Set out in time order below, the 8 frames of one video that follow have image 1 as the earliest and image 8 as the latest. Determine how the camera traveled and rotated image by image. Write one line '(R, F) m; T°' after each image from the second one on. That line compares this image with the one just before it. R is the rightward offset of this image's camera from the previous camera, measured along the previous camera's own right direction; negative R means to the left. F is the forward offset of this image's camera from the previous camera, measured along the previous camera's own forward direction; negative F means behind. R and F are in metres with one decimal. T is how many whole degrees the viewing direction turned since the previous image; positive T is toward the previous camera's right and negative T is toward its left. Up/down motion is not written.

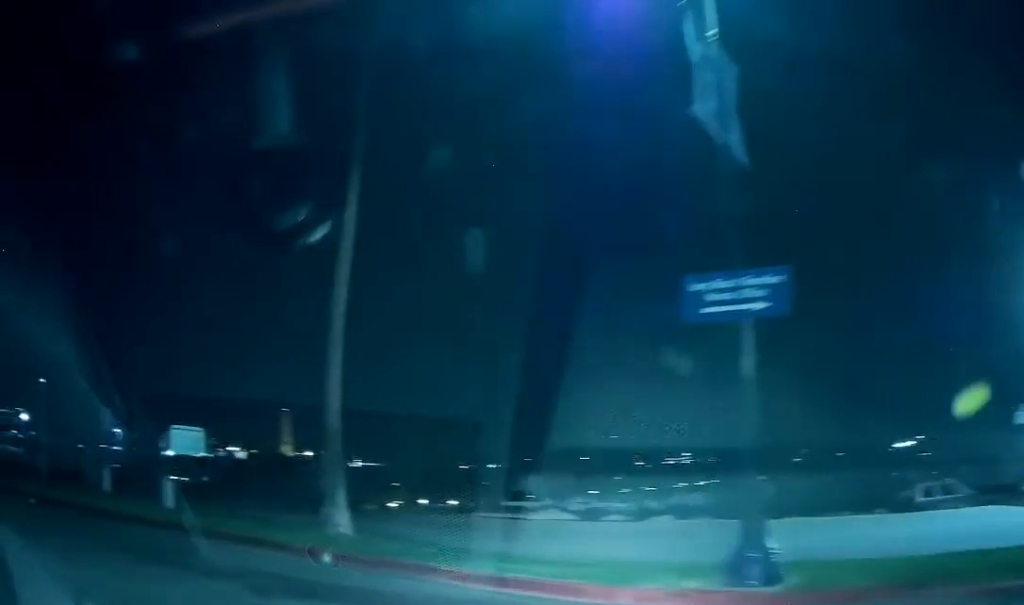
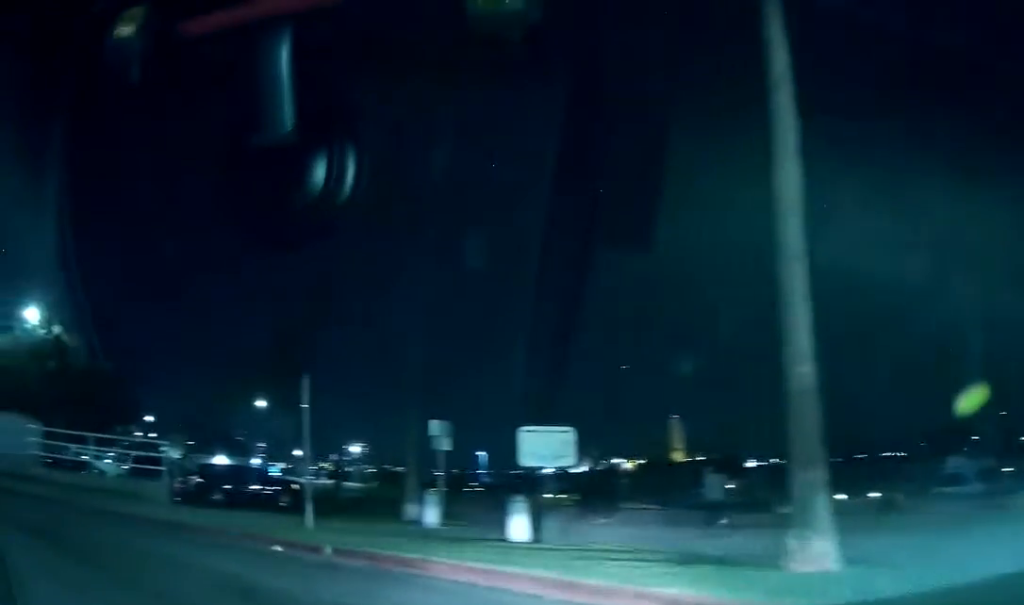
(-1.1, +5.3) m; -27°
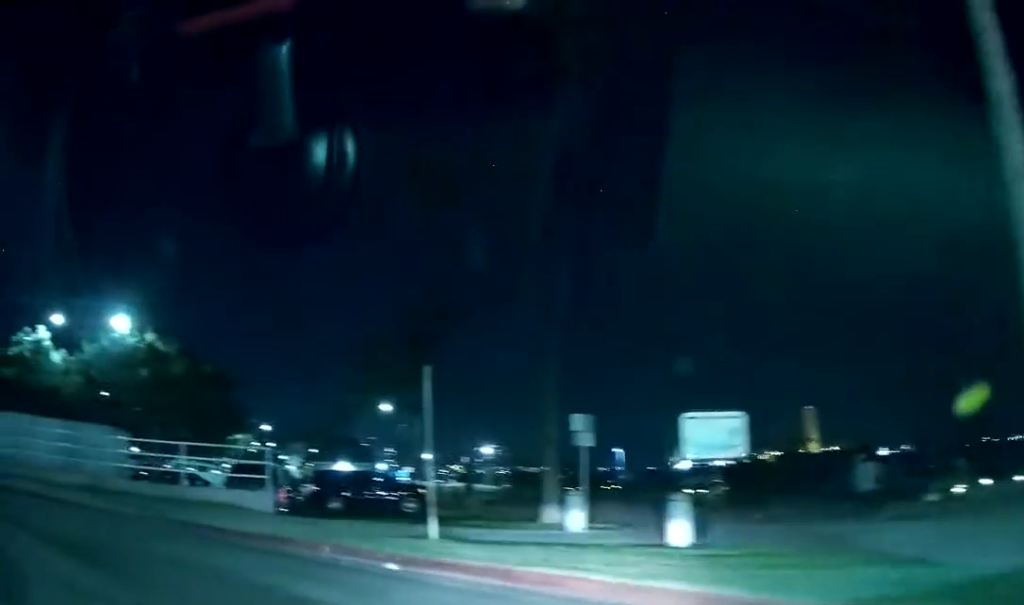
(-0.1, +1.9) m; -13°
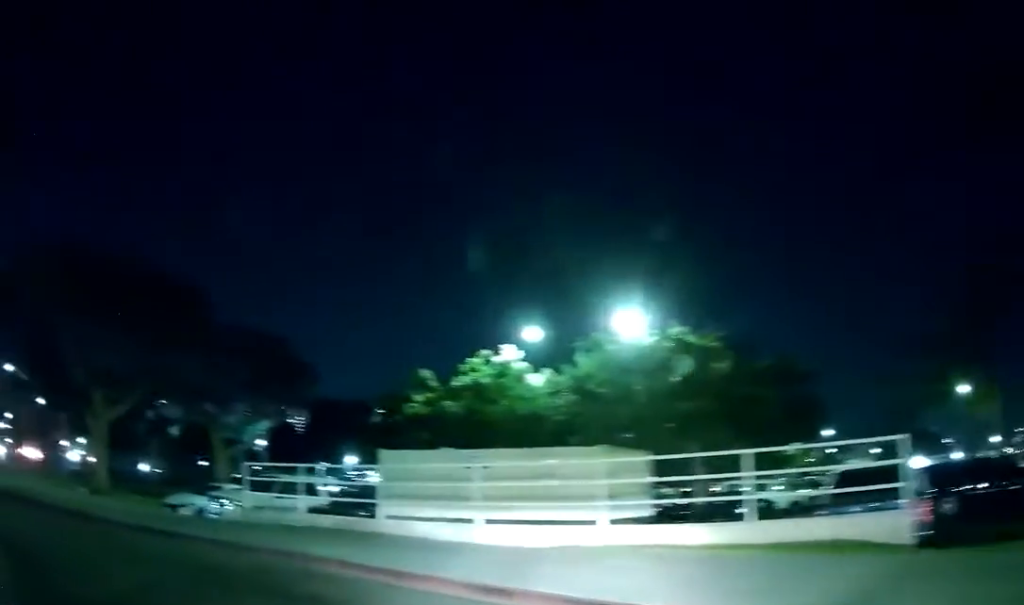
(-3.6, +6.3) m; -48°
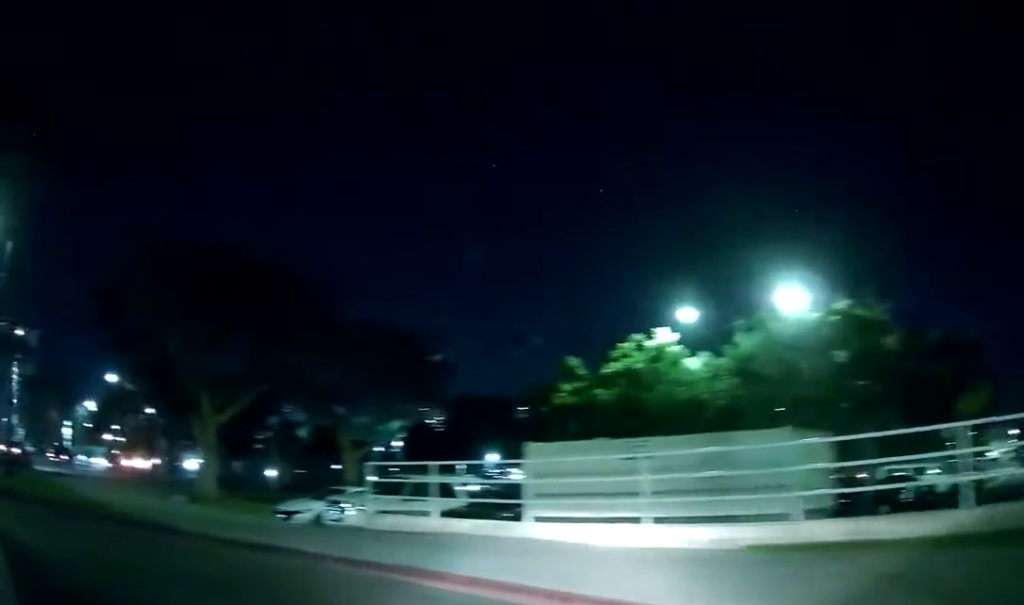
(-0.1, +2.0) m; -7°
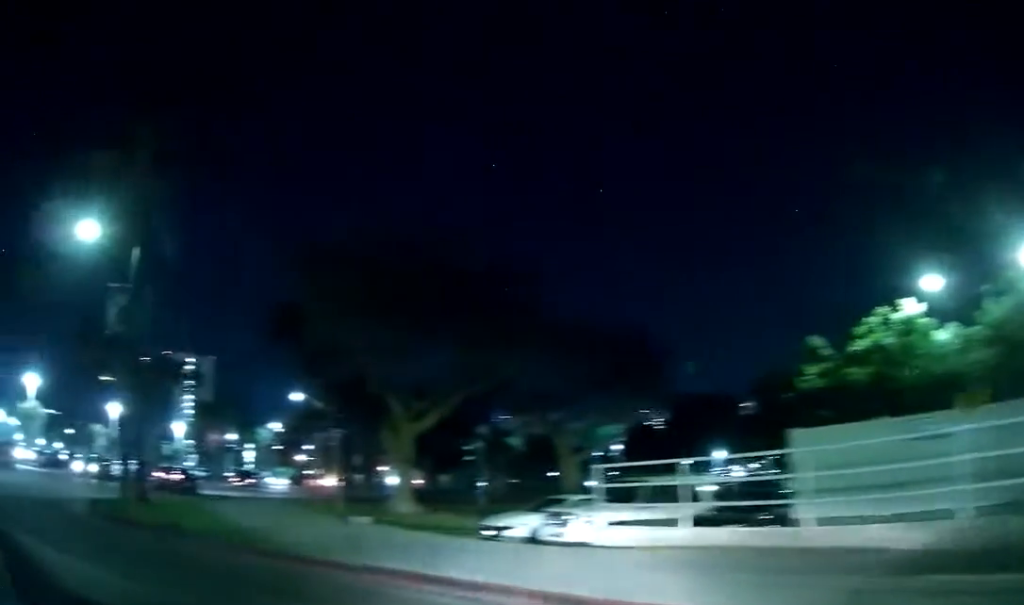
(0.0, +3.0) m; -10°
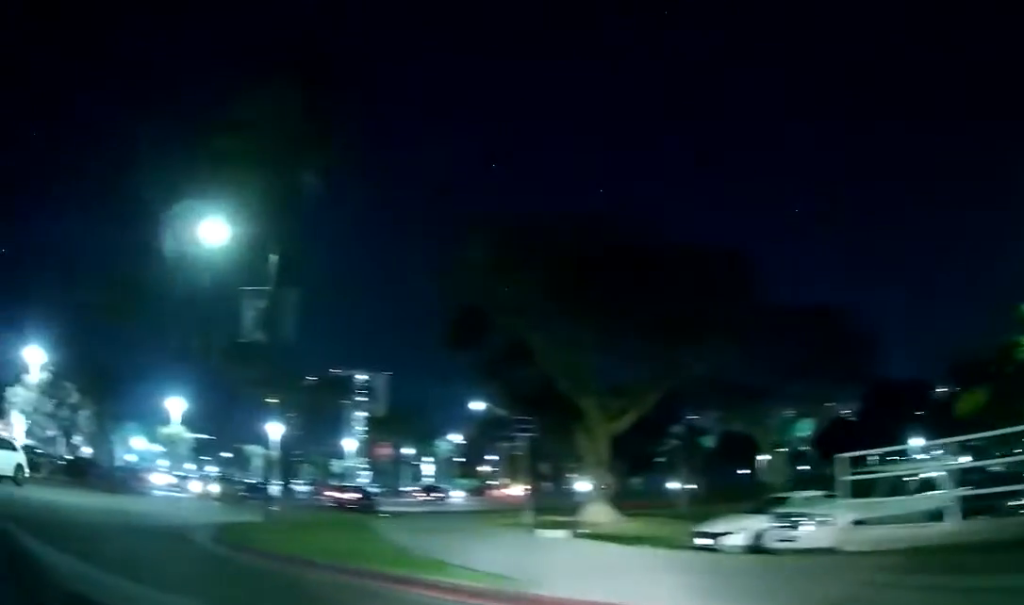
(-0.4, +2.1) m; -16°
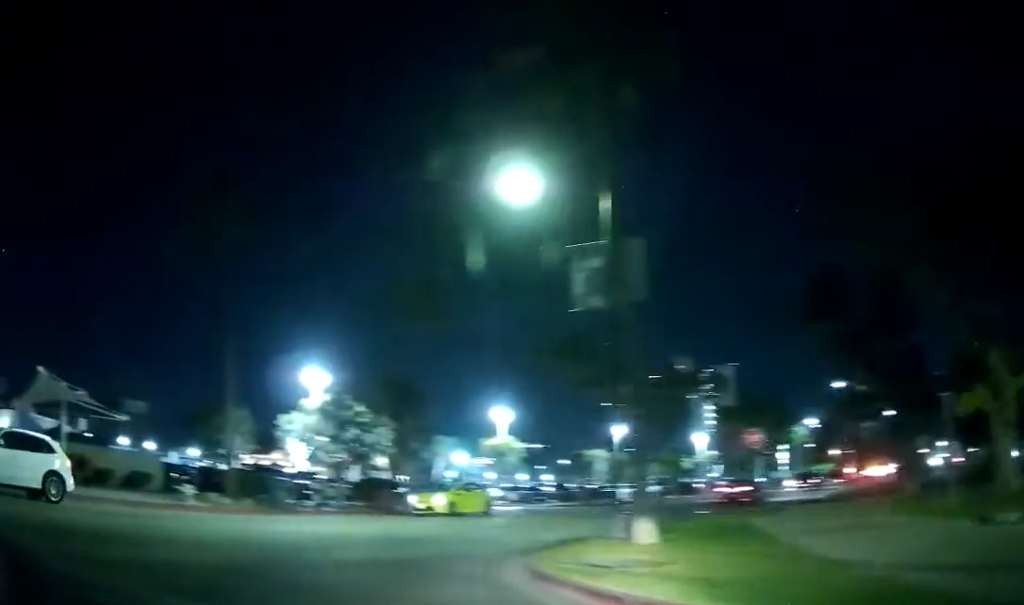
(-1.1, +3.8) m; -24°
